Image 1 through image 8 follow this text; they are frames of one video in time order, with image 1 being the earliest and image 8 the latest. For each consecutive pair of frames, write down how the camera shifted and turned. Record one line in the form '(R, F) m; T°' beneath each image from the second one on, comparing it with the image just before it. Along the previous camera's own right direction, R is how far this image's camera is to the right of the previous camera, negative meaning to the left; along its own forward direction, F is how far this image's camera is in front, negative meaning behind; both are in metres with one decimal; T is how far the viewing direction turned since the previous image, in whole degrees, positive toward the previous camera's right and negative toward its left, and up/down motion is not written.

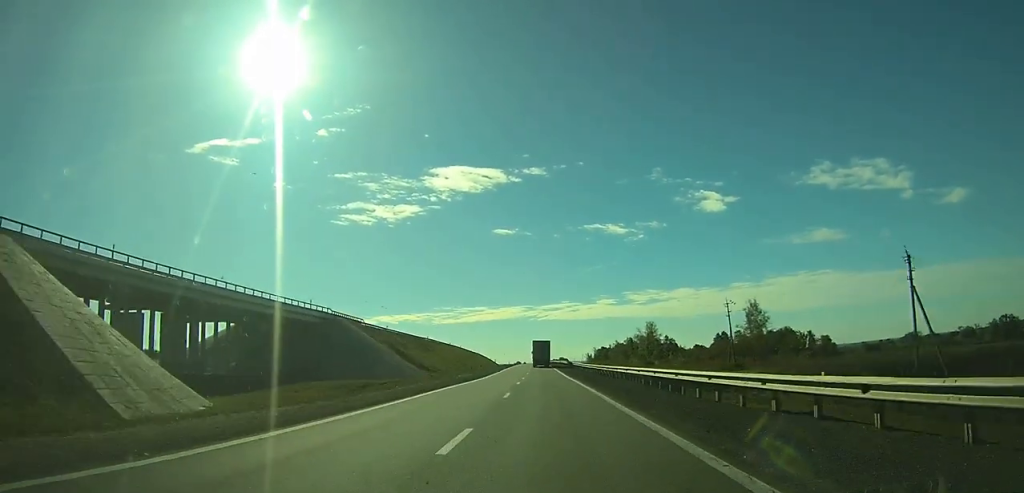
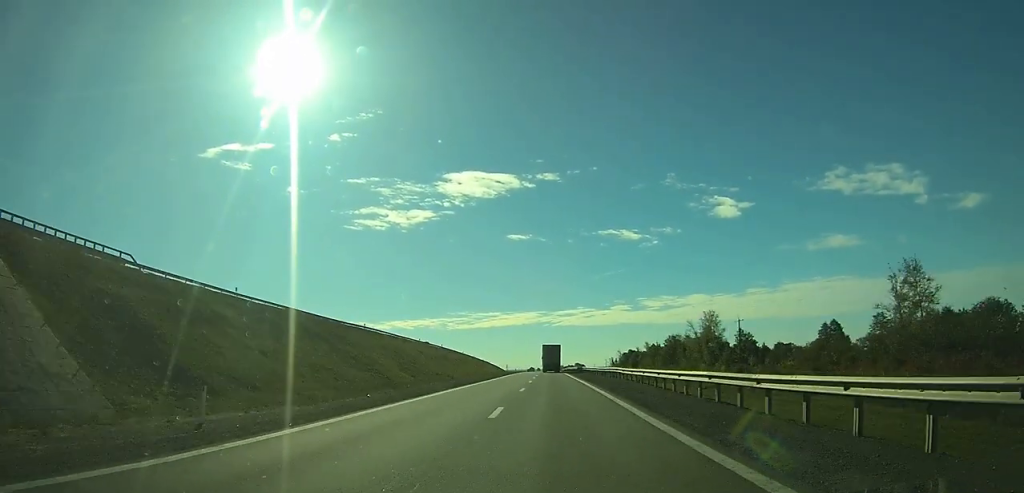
(-2.4, +66.8) m; -3°
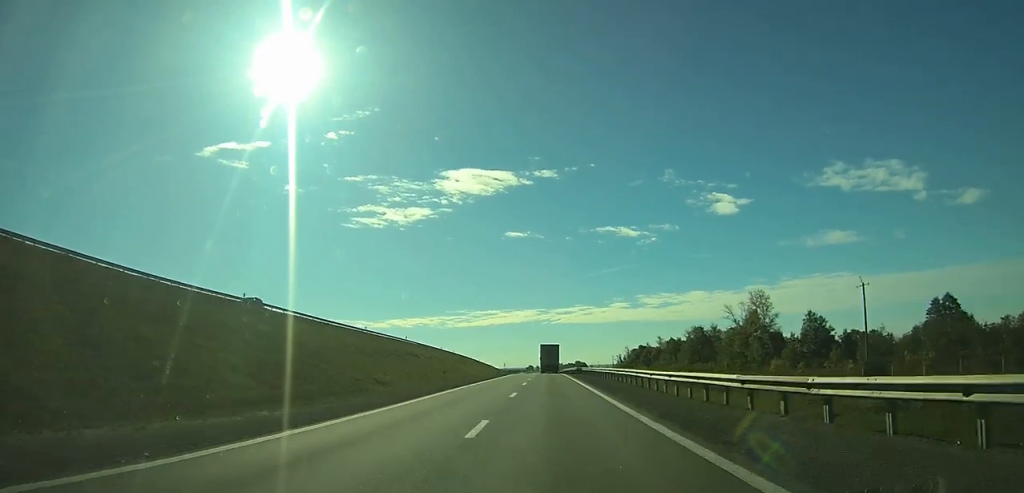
(-0.2, +39.1) m; 0°
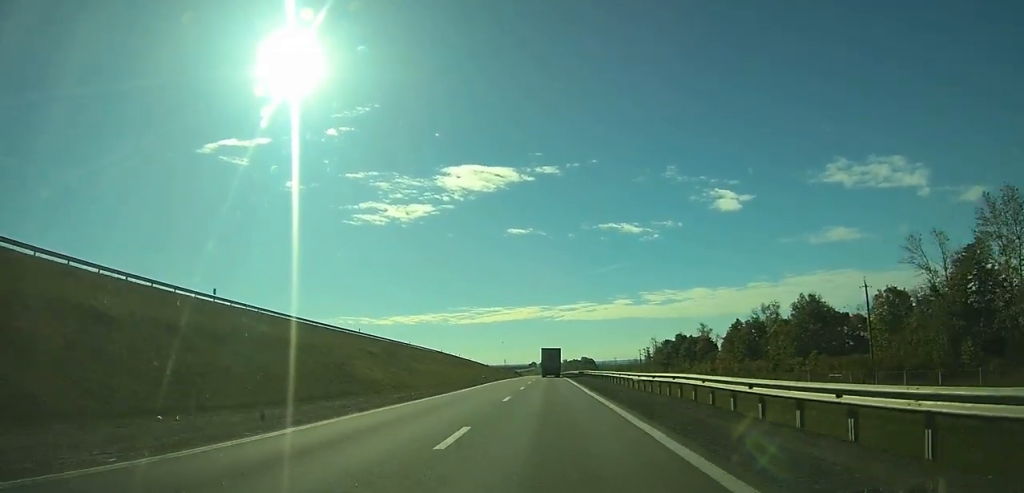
(-0.1, +73.1) m; 0°
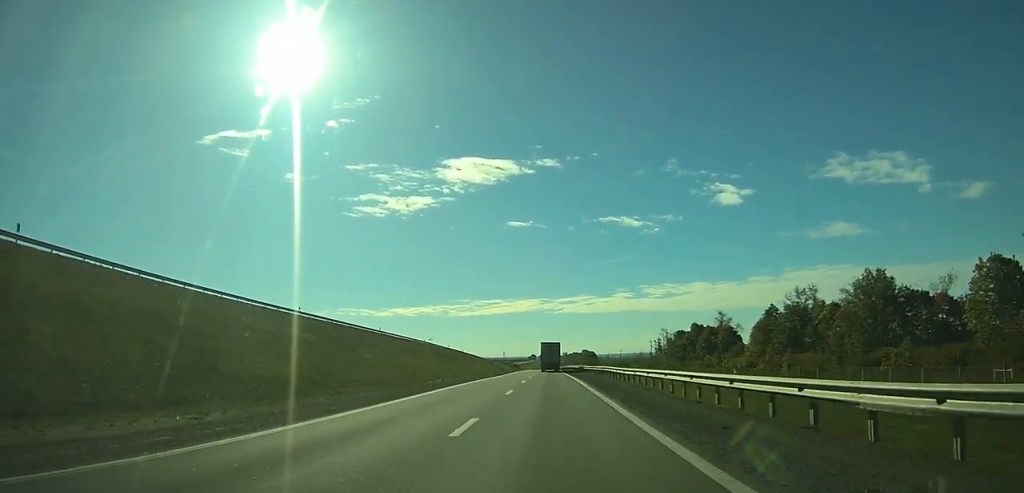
(0.0, +22.7) m; 0°
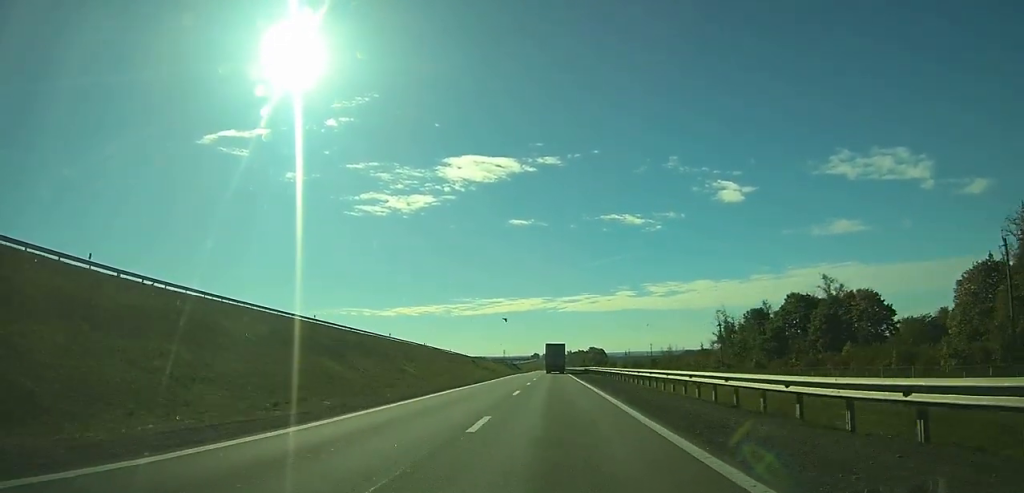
(-0.2, +71.3) m; 0°
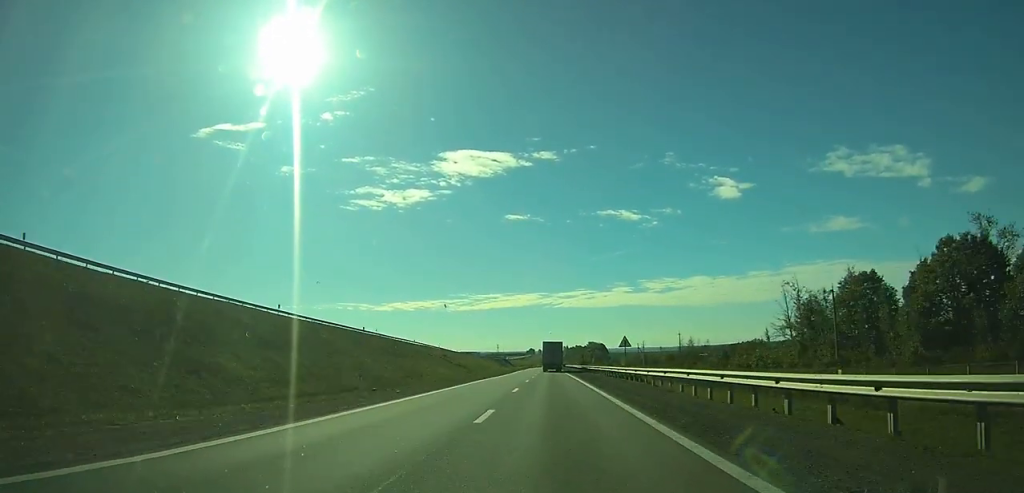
(-0.1, +47.0) m; 0°
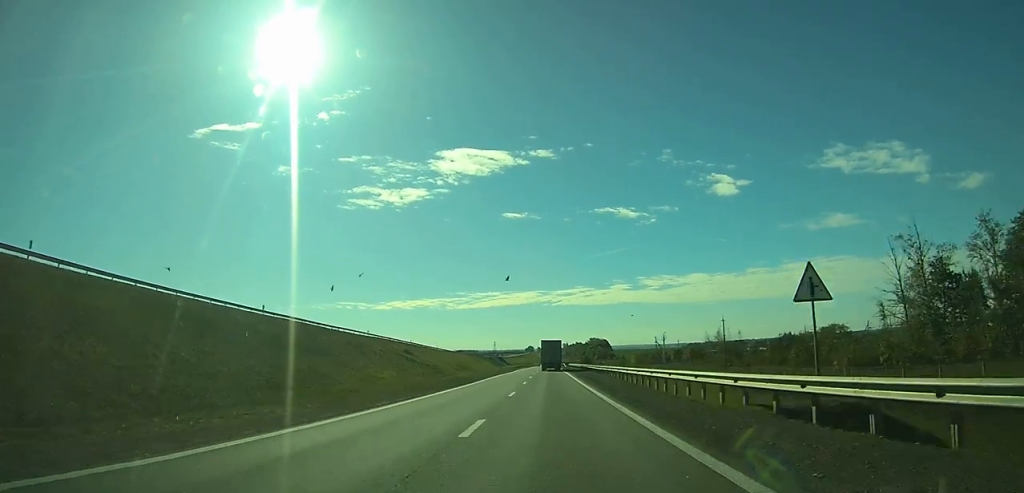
(0.0, +37.4) m; 0°
